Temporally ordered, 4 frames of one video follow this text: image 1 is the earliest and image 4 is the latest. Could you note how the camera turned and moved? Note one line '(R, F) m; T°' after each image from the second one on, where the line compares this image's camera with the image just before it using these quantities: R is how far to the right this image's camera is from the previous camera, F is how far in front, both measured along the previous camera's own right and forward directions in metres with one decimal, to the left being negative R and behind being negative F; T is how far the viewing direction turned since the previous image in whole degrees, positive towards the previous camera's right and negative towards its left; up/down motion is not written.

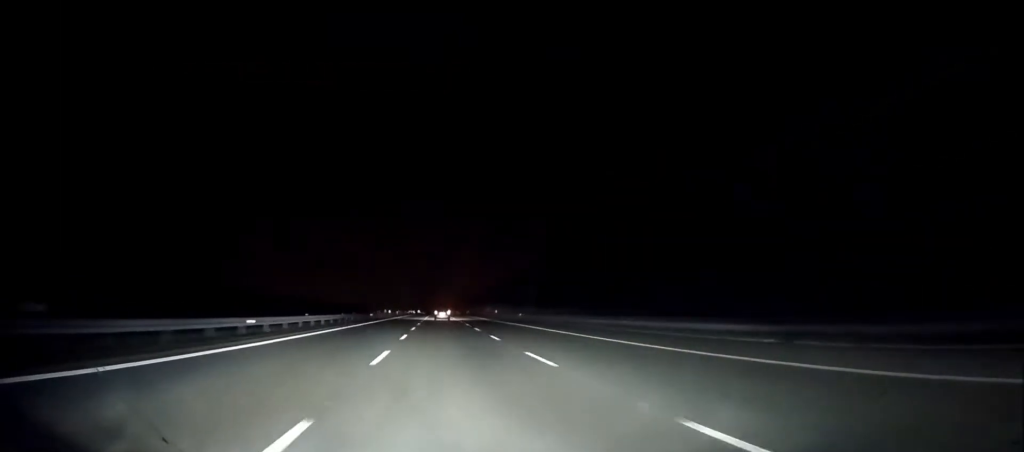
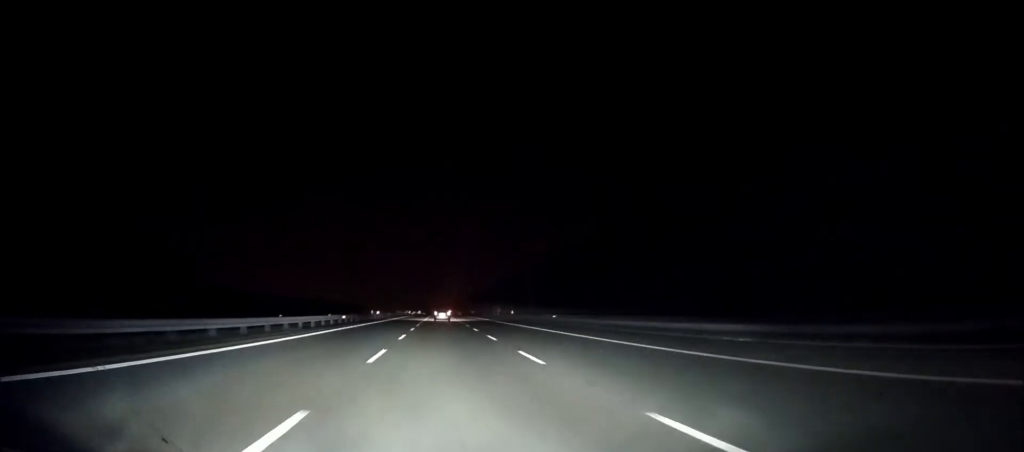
(0.0, +23.4) m; 0°
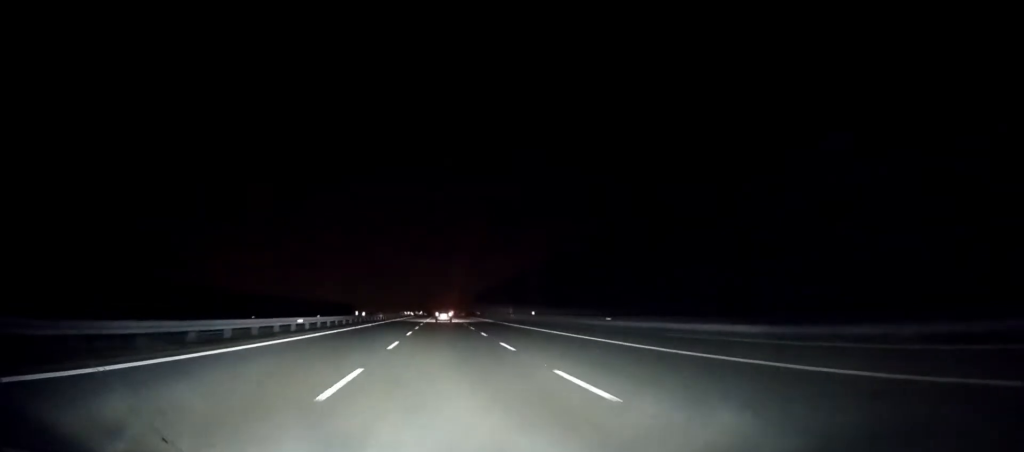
(0.0, +18.2) m; 0°
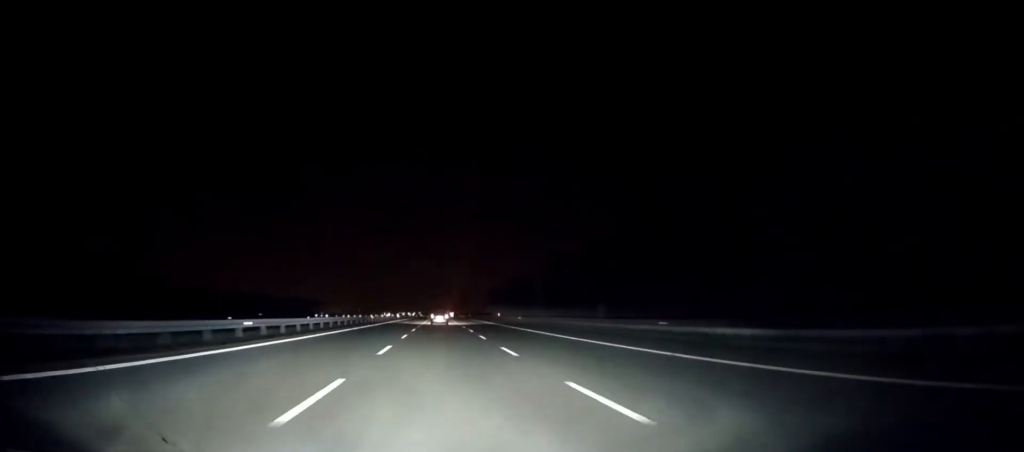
(0.0, +62.3) m; 0°
